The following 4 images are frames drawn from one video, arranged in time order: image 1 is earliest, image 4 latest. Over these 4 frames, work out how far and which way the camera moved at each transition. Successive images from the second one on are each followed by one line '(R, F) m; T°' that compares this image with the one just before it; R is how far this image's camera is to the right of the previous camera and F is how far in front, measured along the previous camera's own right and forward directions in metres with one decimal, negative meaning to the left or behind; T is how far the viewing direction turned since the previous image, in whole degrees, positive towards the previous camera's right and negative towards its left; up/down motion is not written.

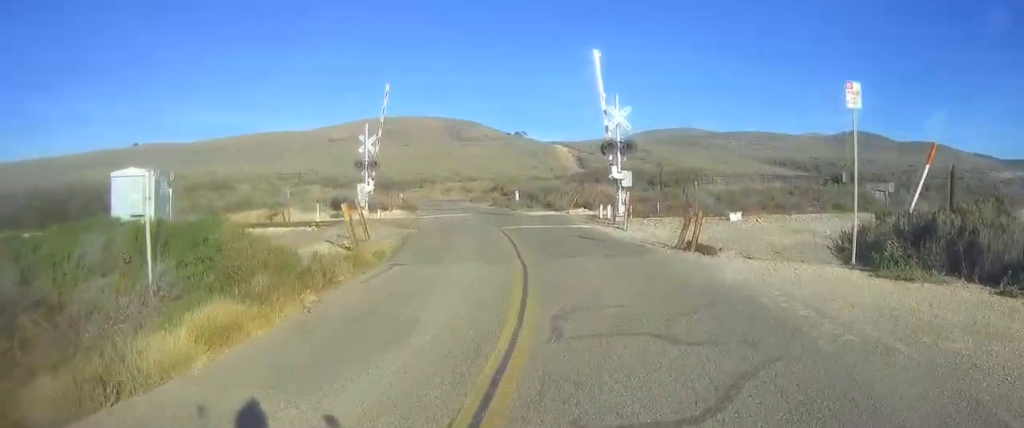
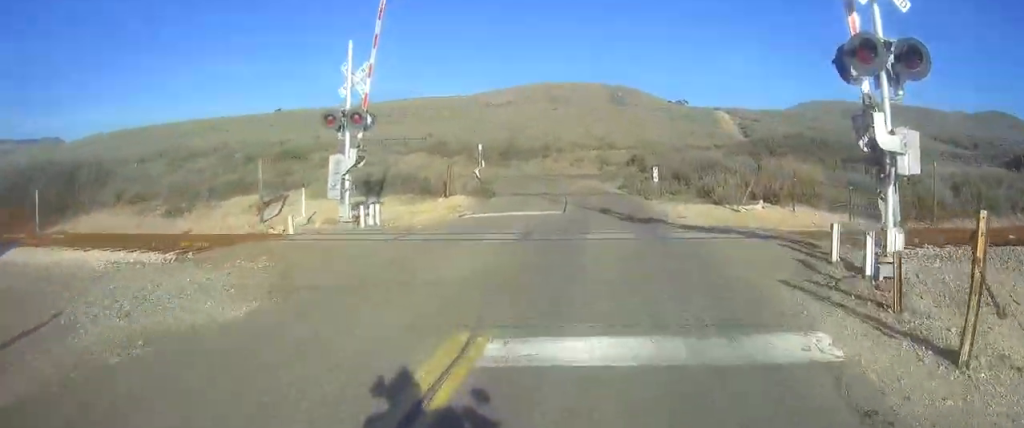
(-2.8, +18.2) m; -14°
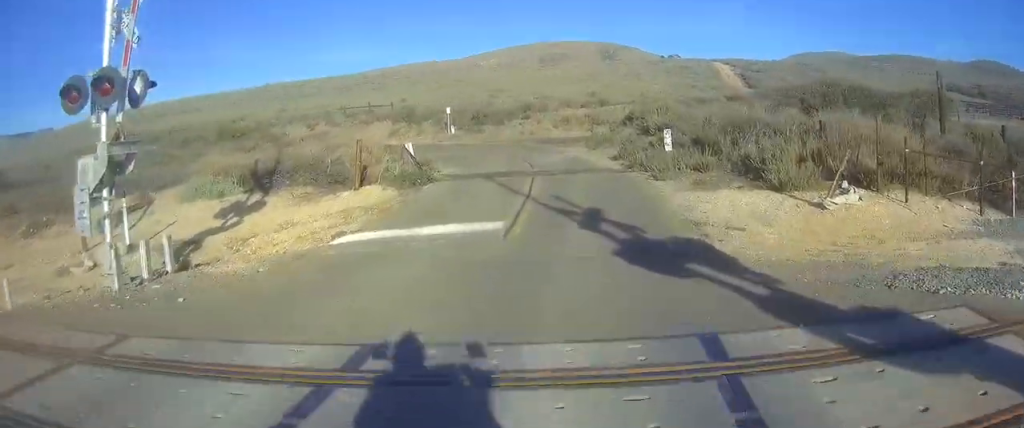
(0.0, +10.2) m; 0°
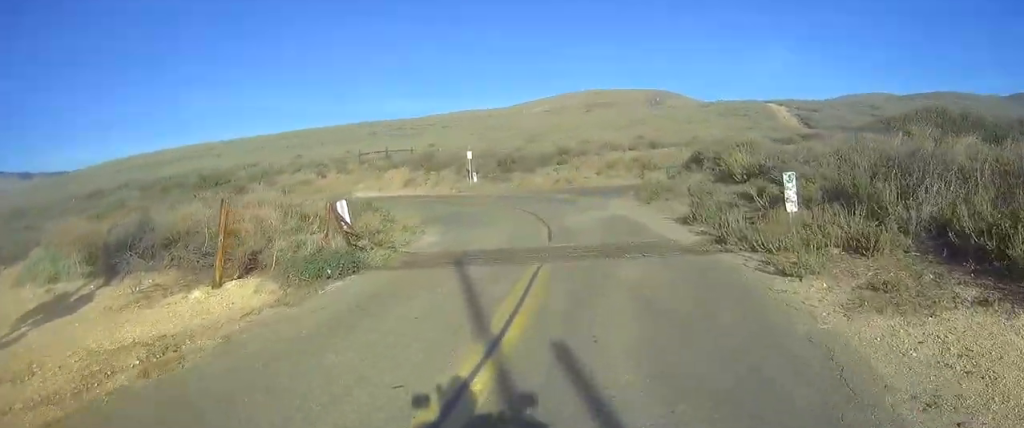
(-0.2, +10.1) m; -6°
